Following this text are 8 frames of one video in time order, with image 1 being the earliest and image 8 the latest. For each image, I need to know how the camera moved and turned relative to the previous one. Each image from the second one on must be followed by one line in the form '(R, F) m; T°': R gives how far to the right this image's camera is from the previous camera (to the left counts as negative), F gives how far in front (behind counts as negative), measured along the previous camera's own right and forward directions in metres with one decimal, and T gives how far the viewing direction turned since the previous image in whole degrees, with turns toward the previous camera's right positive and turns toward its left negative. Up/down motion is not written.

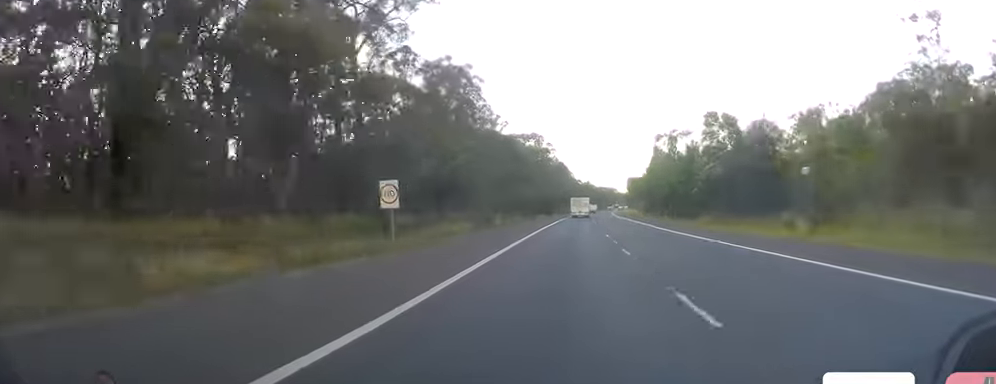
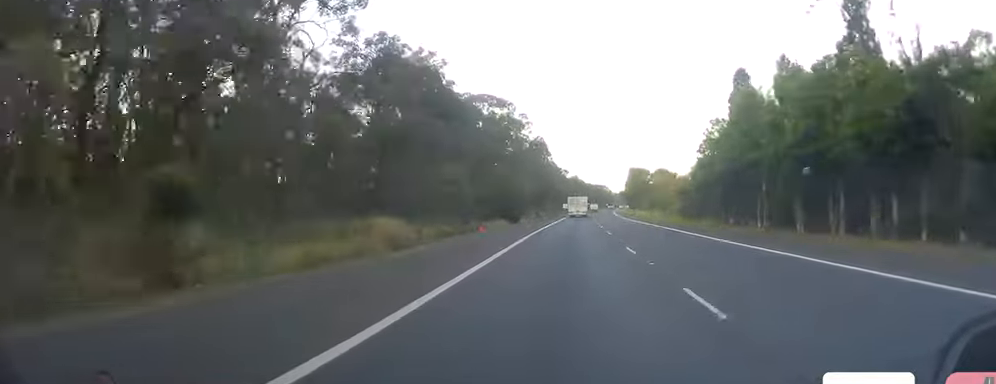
(-0.7, +60.3) m; 0°
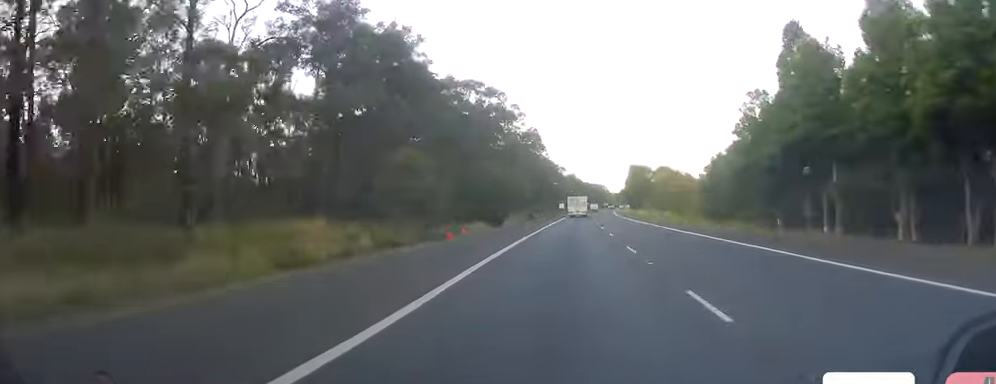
(+0.3, +12.5) m; 0°
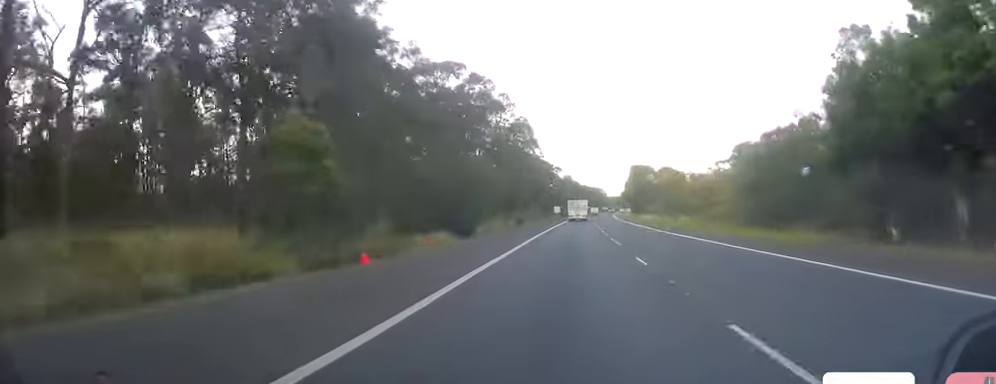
(+0.4, +15.4) m; 0°
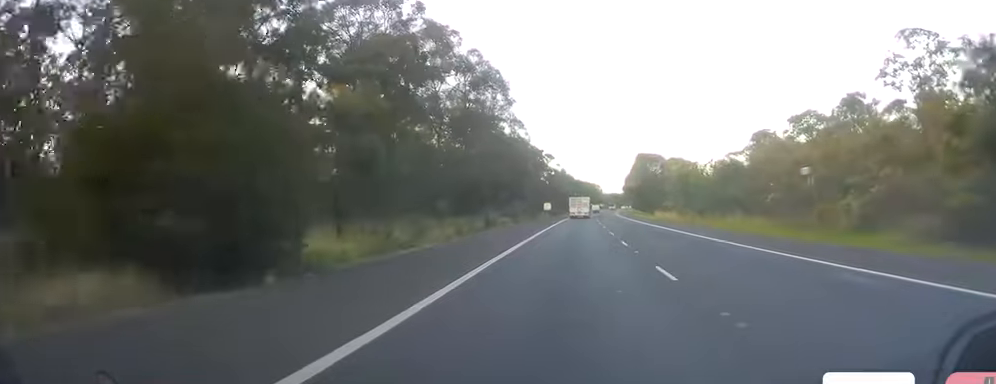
(-0.7, +29.0) m; -1°
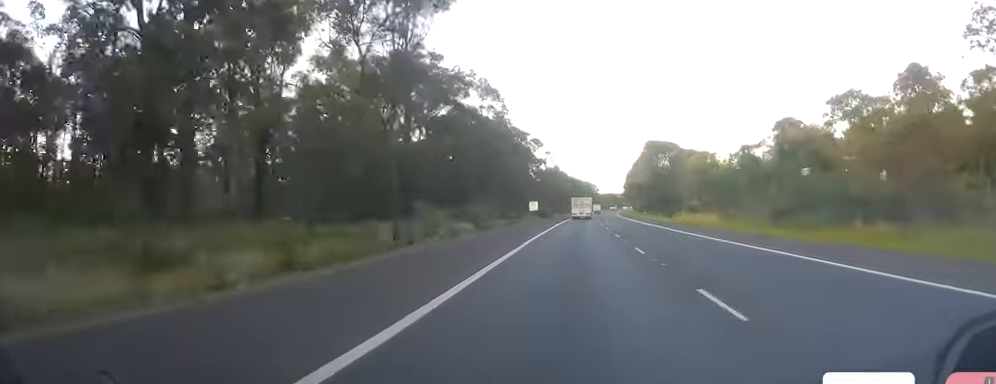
(+0.4, +28.8) m; +2°
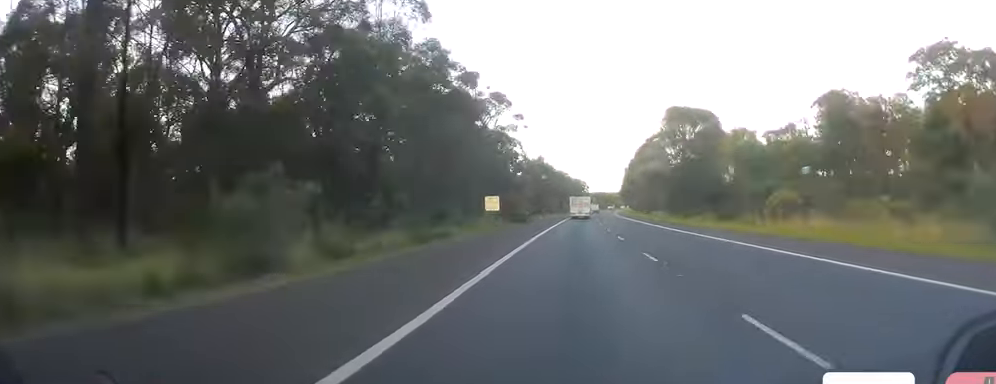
(+0.9, +39.3) m; +1°
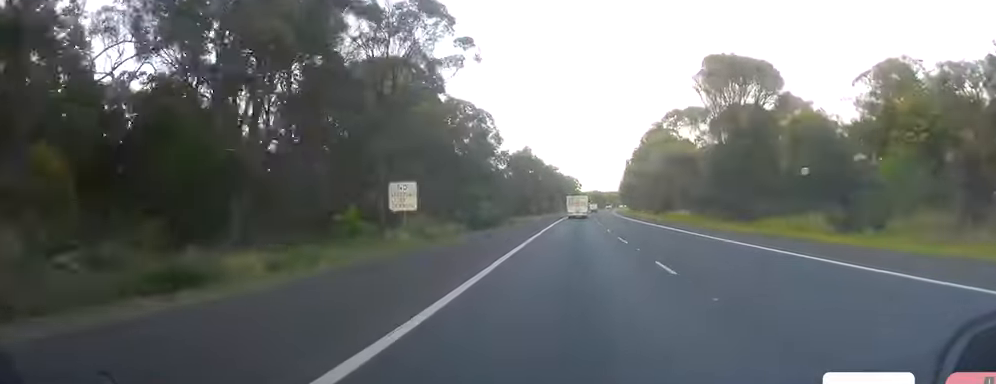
(0.0, +27.8) m; 0°
